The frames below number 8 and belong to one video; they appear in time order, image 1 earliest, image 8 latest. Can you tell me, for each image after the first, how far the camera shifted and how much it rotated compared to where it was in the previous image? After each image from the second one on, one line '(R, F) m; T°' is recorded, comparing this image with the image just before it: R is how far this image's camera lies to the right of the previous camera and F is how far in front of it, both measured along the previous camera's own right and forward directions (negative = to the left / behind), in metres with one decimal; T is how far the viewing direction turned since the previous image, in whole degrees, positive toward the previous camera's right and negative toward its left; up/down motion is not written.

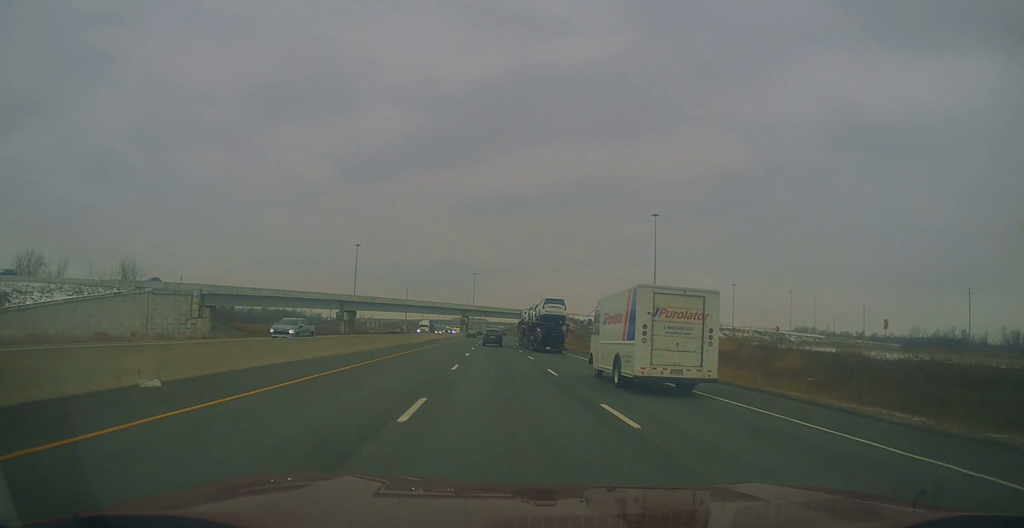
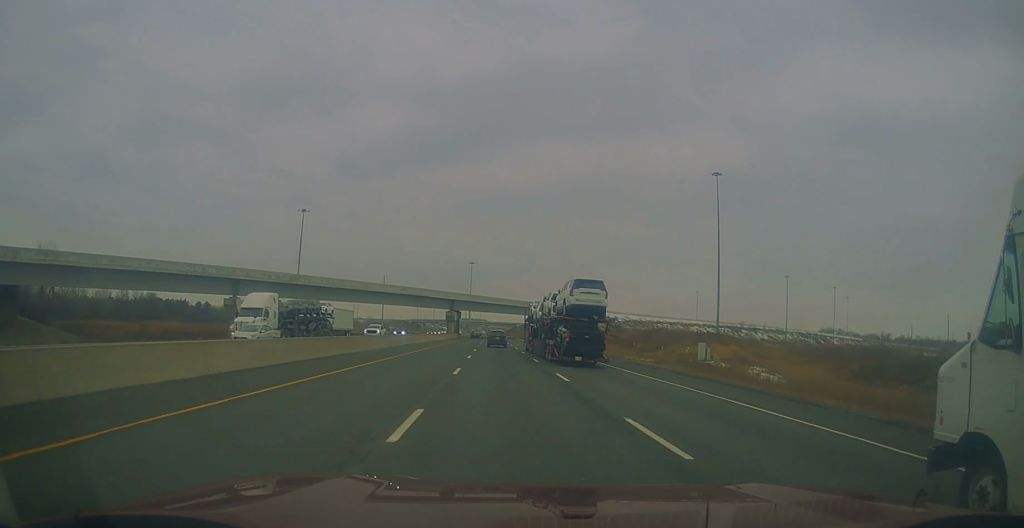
(-0.8, +61.6) m; -1°
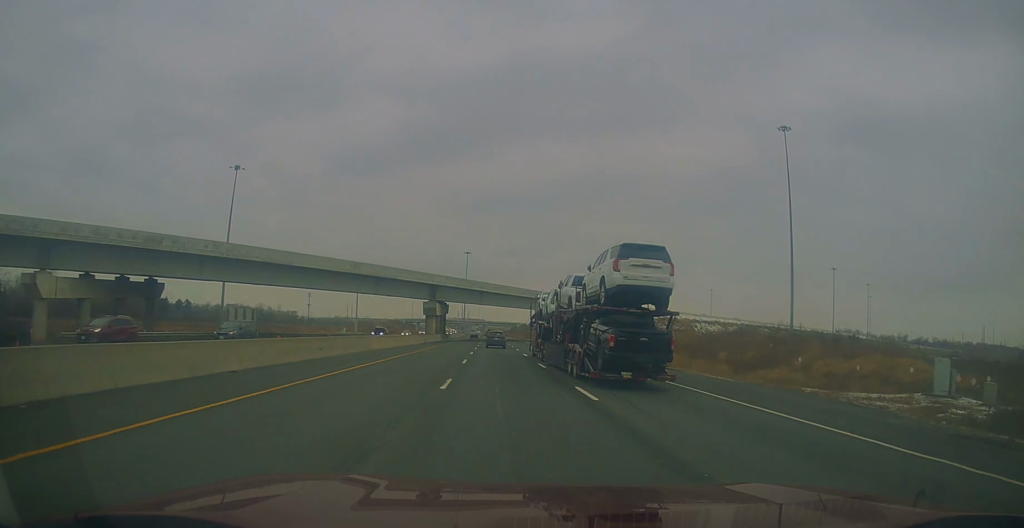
(-0.4, +40.7) m; +1°
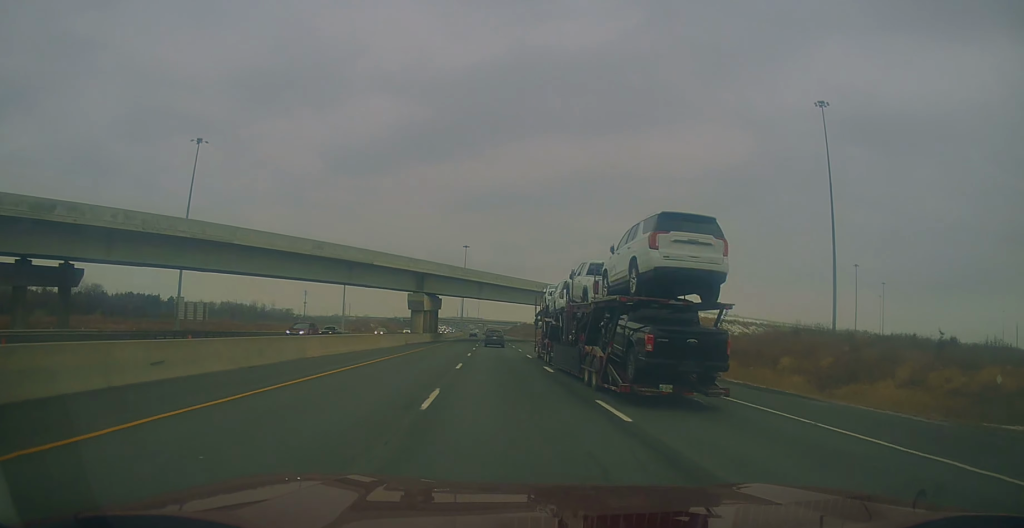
(+0.1, +16.0) m; +1°
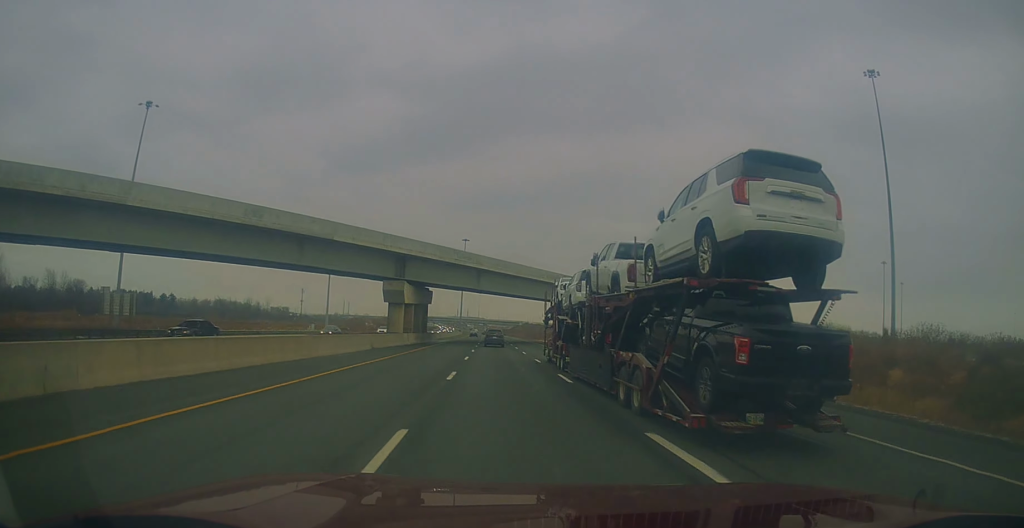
(+0.3, +17.1) m; +1°
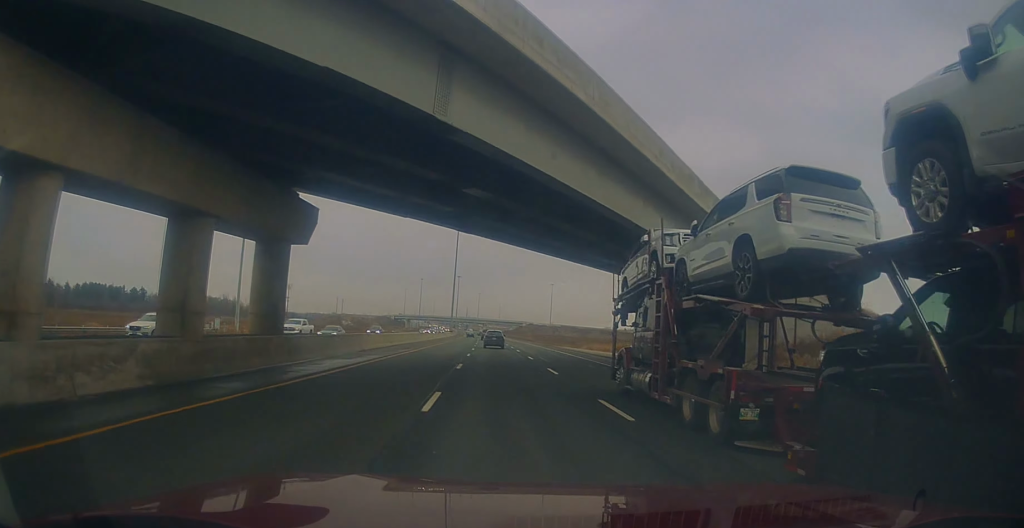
(-0.6, +54.5) m; -1°
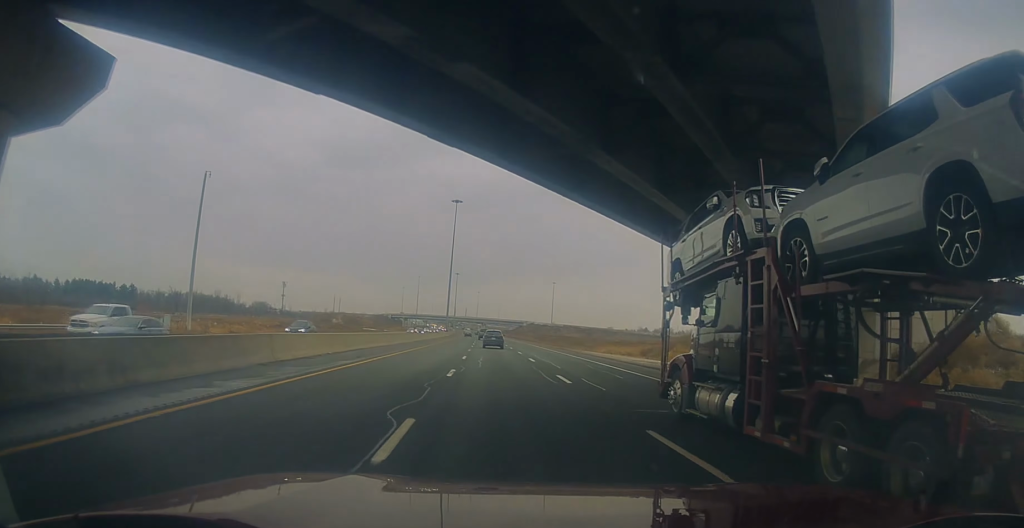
(-0.1, +16.2) m; 0°
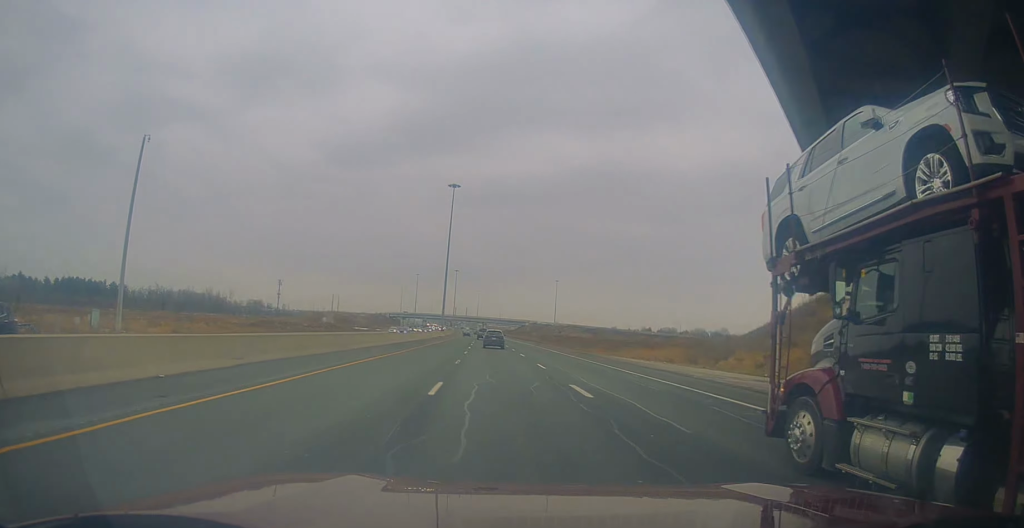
(+0.2, +17.3) m; 0°
